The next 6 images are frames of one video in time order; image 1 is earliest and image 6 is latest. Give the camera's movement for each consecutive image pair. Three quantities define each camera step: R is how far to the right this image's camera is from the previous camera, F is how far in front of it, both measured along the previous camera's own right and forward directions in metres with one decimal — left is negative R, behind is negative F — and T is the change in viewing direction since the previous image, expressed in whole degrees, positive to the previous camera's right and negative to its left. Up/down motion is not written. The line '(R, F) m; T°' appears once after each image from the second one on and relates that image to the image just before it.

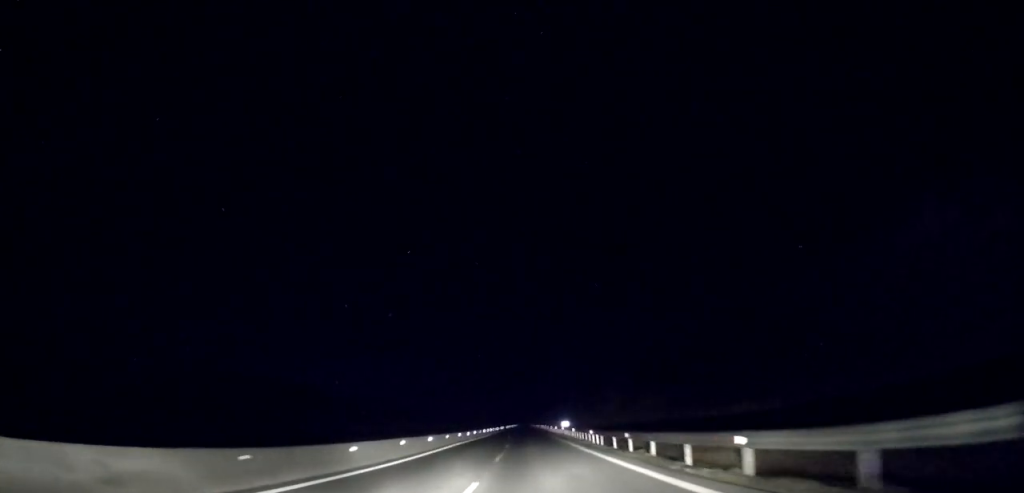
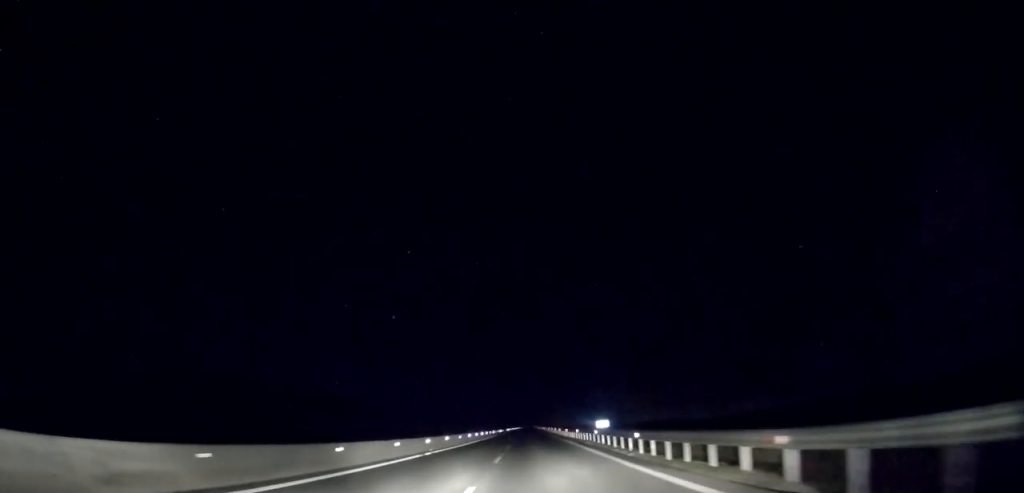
(-0.1, +26.5) m; 0°
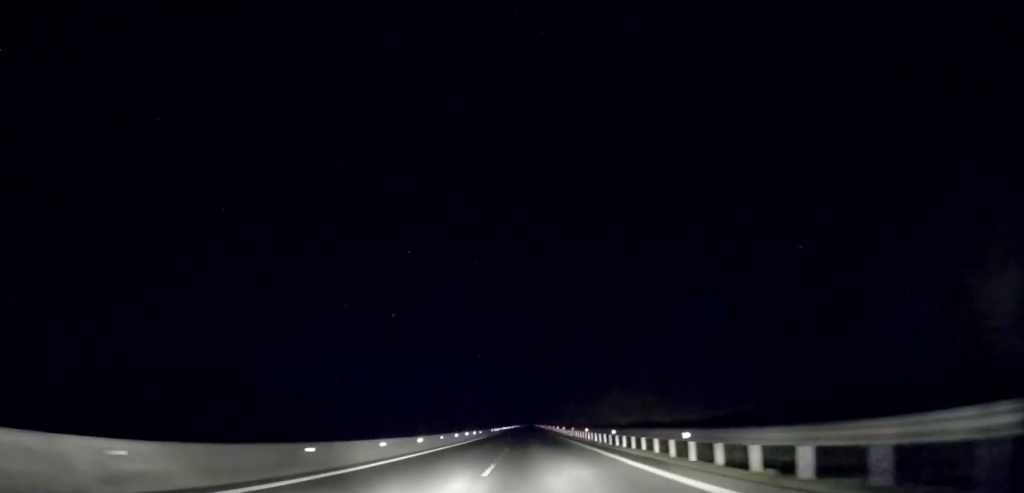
(-0.1, +66.5) m; 0°
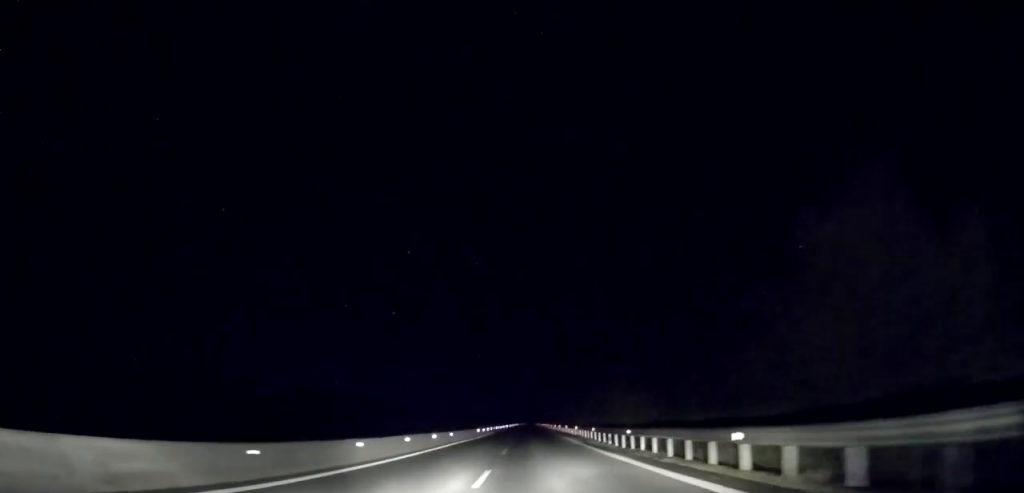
(+0.2, +27.3) m; 0°
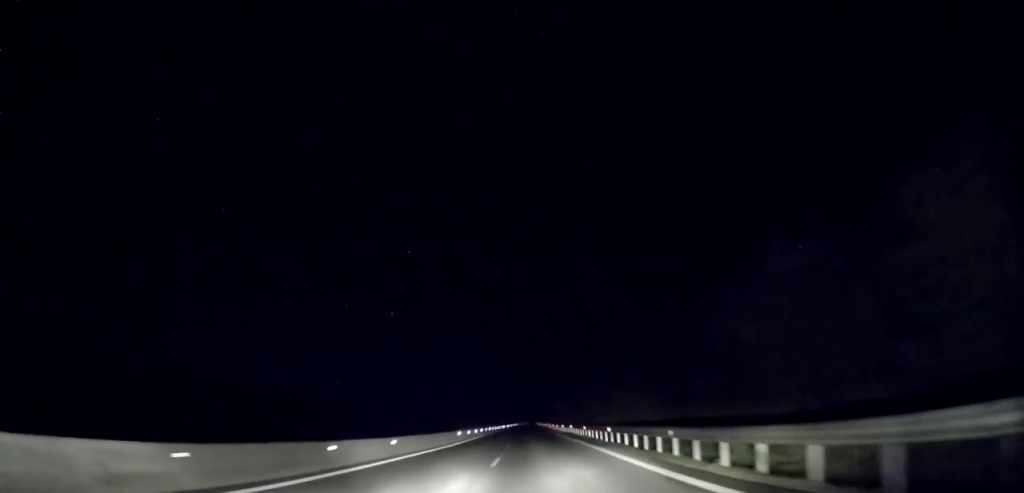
(0.0, +18.7) m; 0°
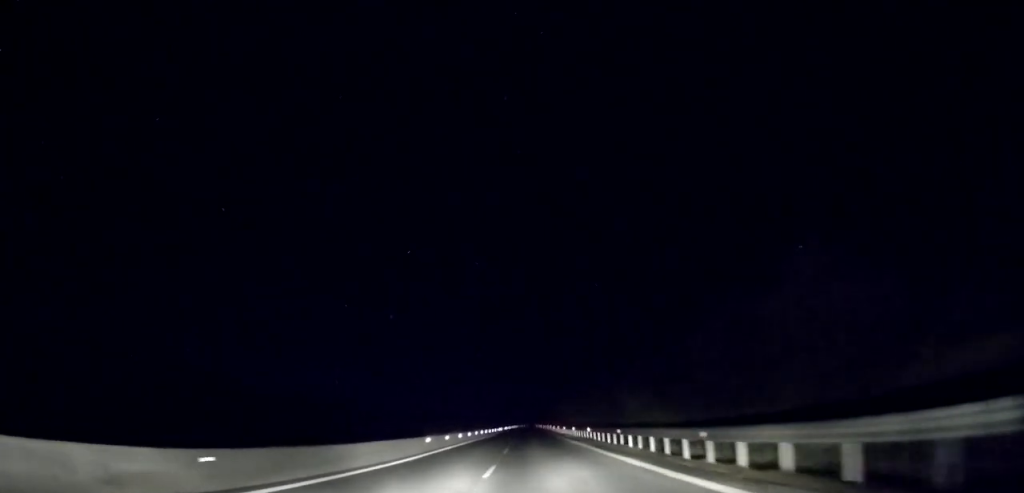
(-0.1, +15.0) m; 0°
